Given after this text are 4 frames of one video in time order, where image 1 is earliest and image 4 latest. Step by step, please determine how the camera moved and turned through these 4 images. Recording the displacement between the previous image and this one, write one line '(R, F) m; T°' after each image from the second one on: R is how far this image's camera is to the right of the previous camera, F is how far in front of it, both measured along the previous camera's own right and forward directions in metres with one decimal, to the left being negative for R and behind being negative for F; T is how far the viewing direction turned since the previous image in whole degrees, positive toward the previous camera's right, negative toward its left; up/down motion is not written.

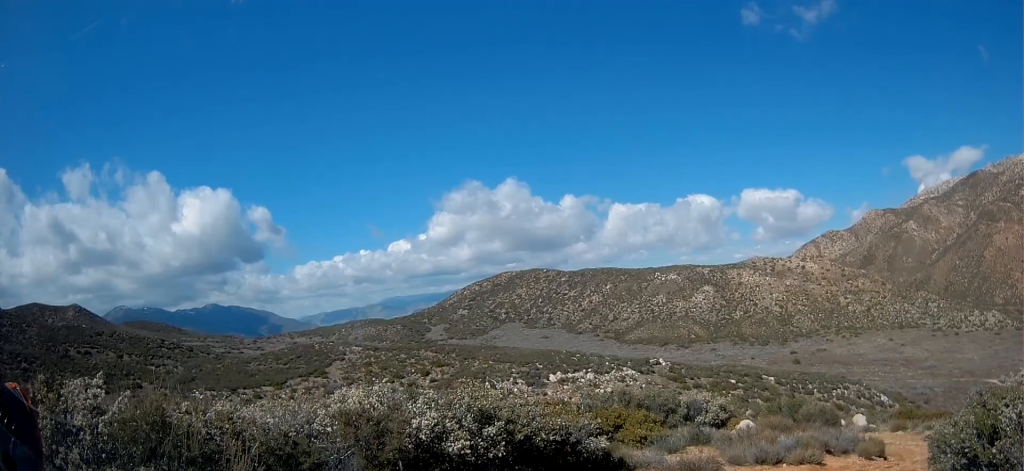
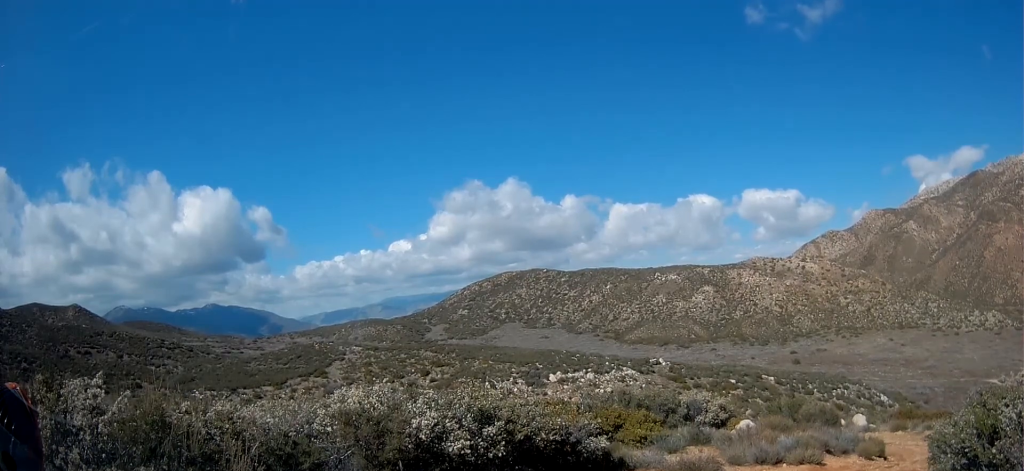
(0.0, 0.0) m; 0°
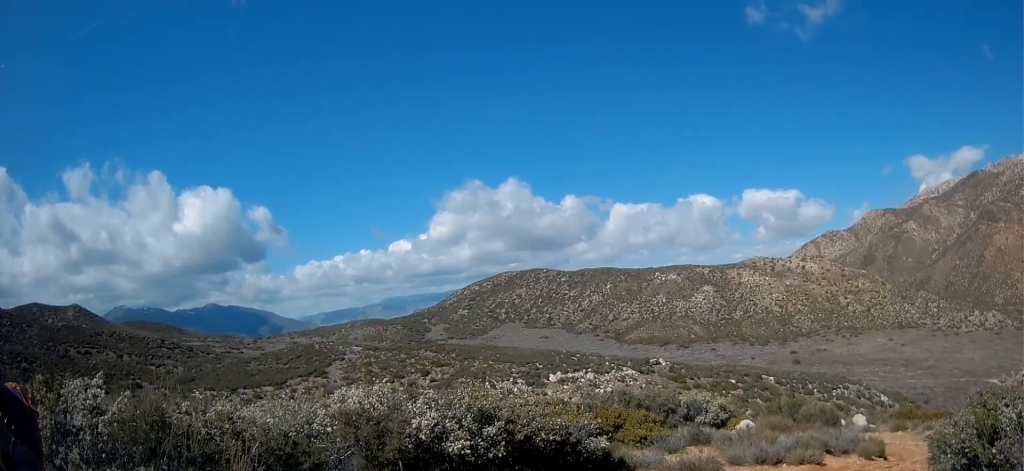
(0.0, 0.0) m; 0°
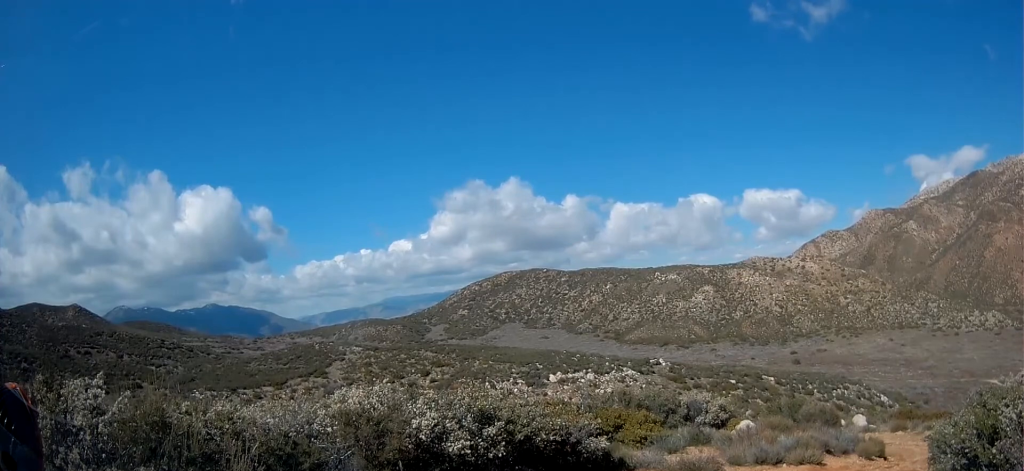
(0.0, 0.0) m; 0°
